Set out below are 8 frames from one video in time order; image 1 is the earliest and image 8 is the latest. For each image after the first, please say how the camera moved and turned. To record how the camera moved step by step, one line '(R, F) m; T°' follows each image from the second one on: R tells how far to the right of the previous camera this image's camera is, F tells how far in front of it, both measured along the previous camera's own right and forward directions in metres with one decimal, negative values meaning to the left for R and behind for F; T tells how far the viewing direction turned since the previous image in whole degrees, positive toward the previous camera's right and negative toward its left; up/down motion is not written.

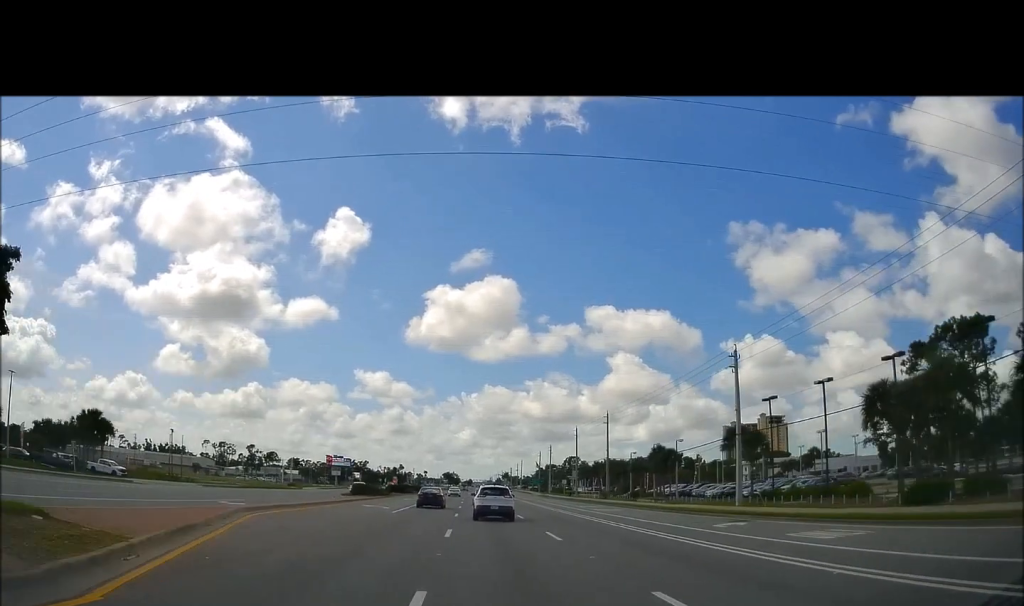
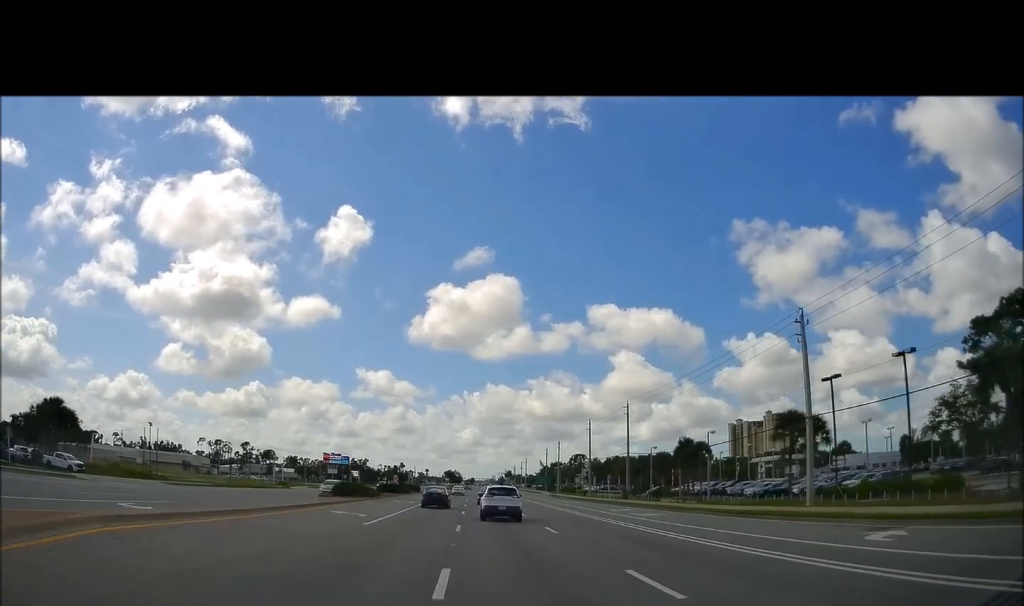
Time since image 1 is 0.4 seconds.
(+0.1, +10.1) m; -1°
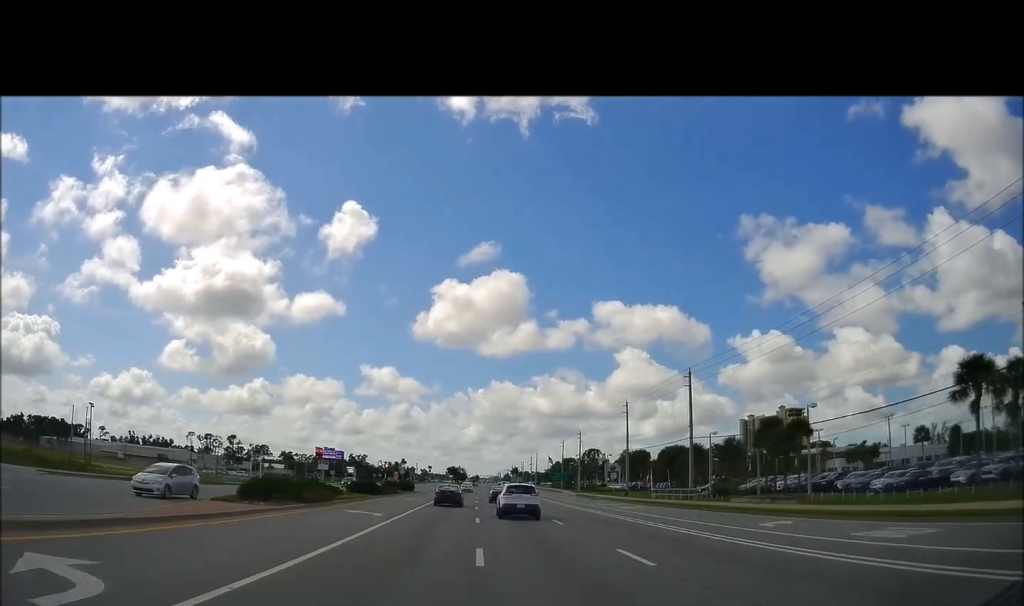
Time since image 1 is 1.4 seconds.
(-0.5, +21.4) m; -1°
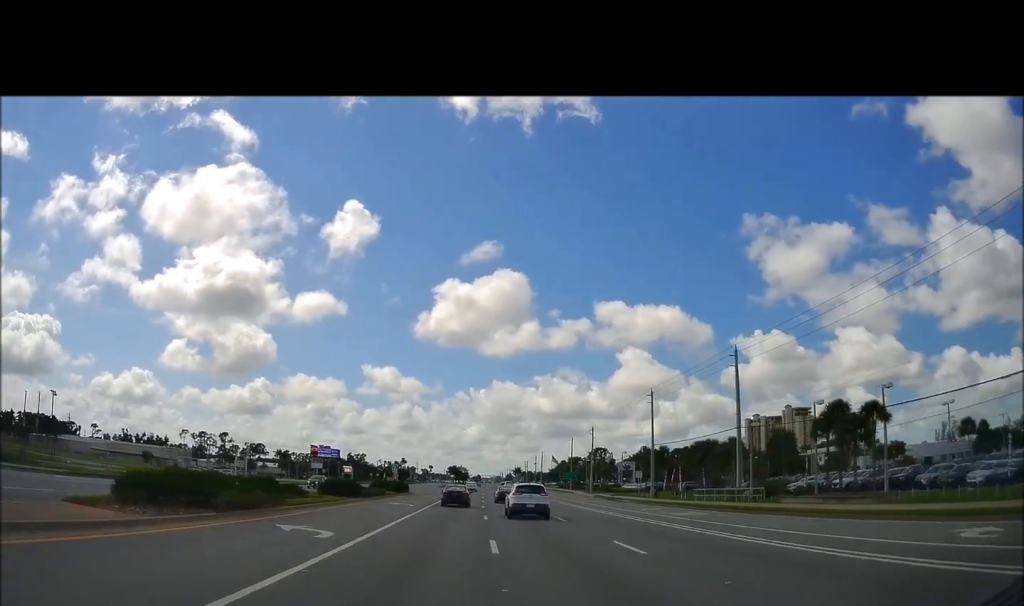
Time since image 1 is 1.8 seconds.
(0.0, +10.8) m; -1°
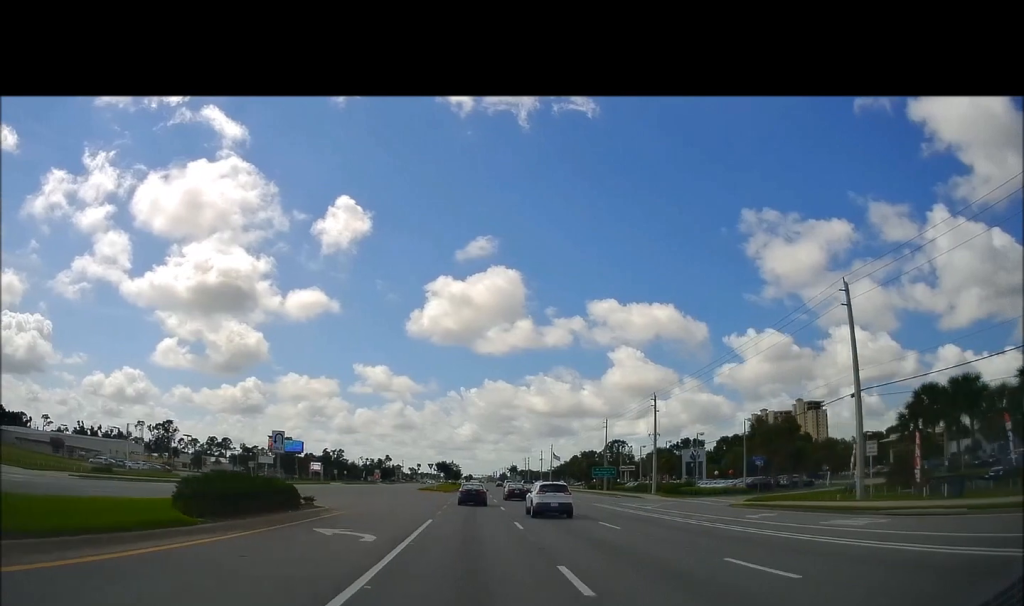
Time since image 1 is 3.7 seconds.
(-0.3, +43.3) m; +1°
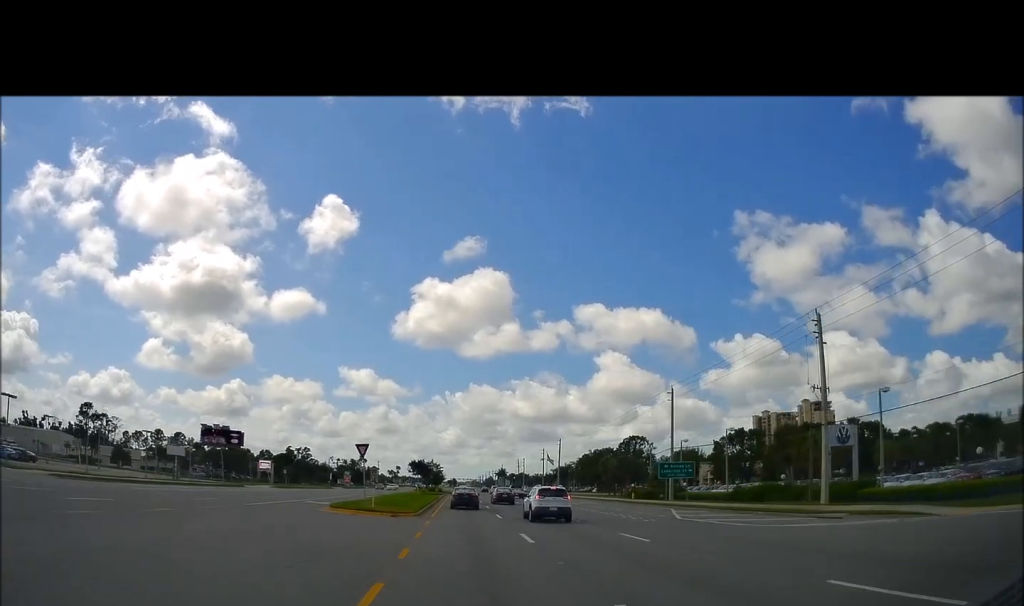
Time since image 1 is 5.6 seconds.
(+0.6, +40.9) m; +1°
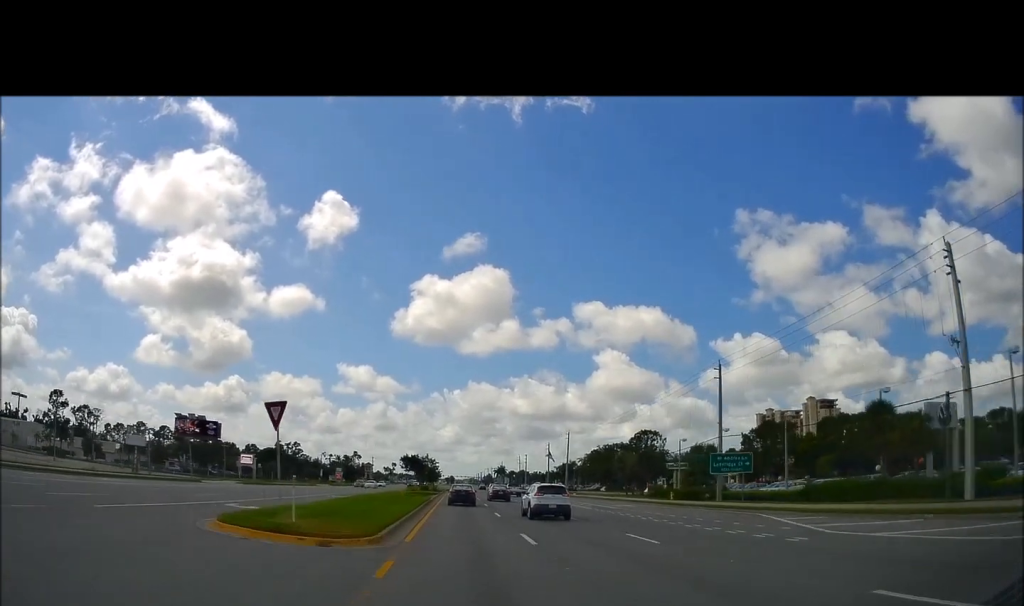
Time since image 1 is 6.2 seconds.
(+0.3, +13.8) m; +1°
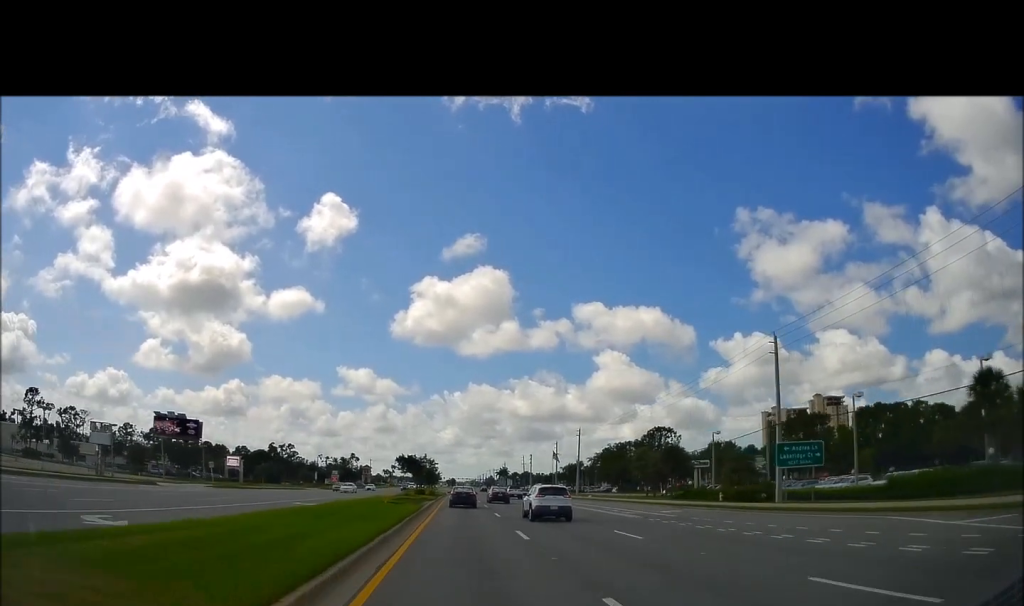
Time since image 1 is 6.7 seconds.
(0.0, +10.9) m; 0°
